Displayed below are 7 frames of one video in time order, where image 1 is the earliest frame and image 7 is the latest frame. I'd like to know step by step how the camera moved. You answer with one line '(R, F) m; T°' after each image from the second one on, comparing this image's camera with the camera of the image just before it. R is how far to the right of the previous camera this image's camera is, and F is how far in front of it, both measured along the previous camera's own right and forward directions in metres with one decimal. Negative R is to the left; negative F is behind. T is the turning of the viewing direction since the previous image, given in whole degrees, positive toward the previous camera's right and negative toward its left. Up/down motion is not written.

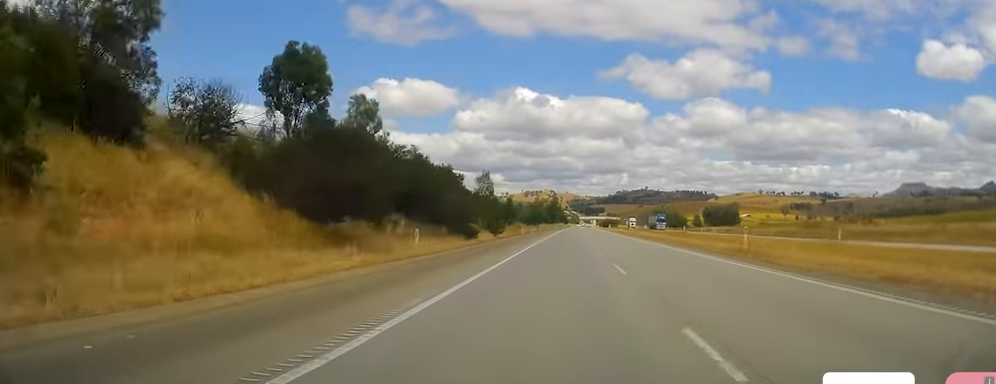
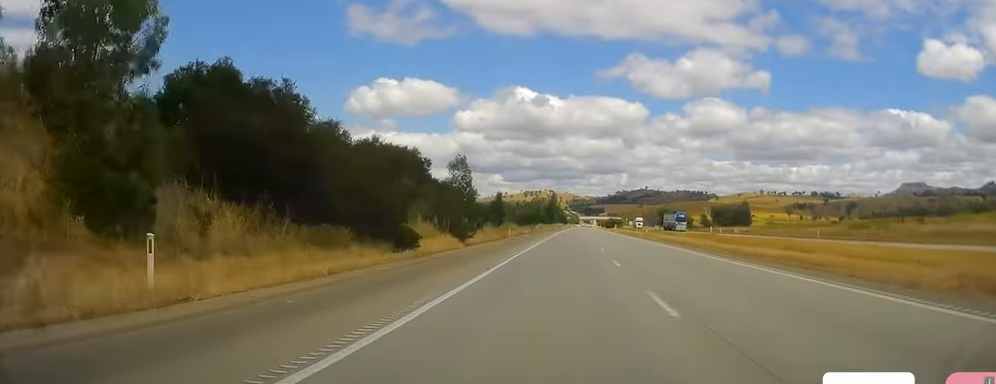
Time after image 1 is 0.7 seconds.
(+0.3, +19.3) m; 0°
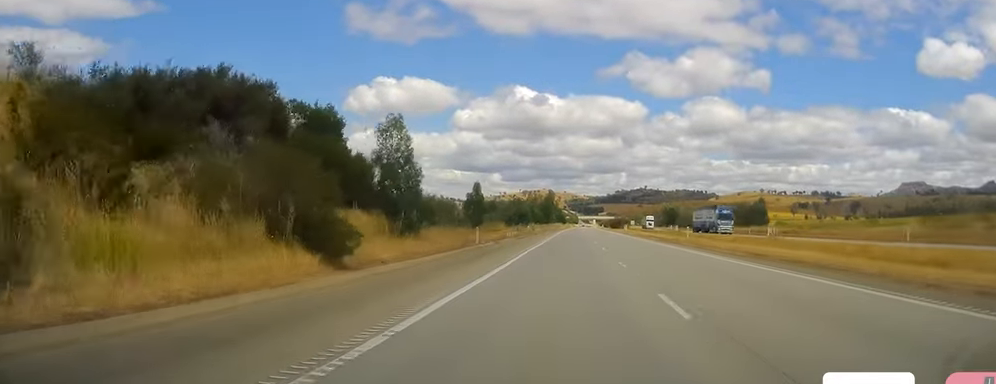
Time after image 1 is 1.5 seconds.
(-0.8, +24.2) m; -1°
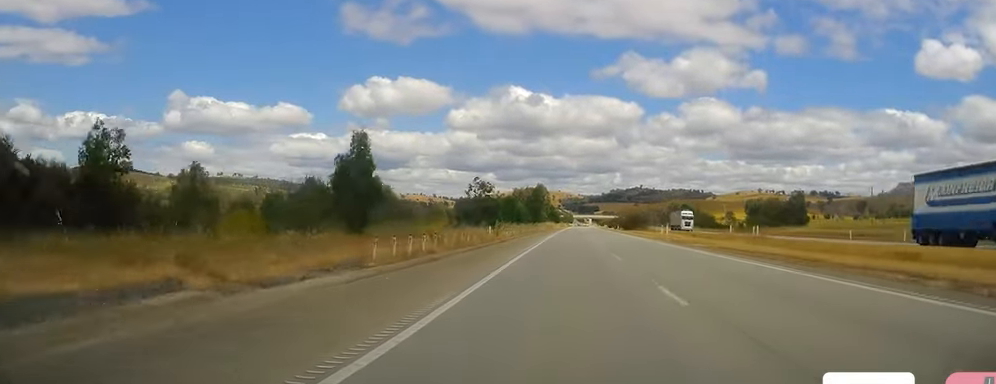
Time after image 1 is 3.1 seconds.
(+0.9, +46.2) m; +2°
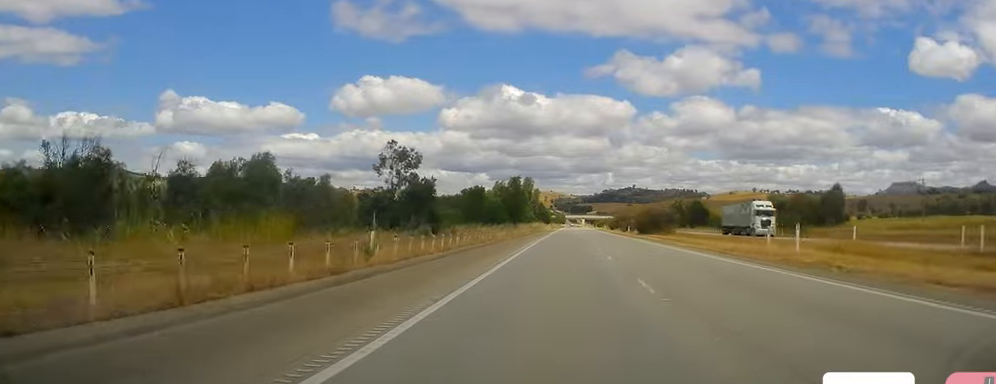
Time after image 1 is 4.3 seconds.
(+0.5, +33.6) m; 0°
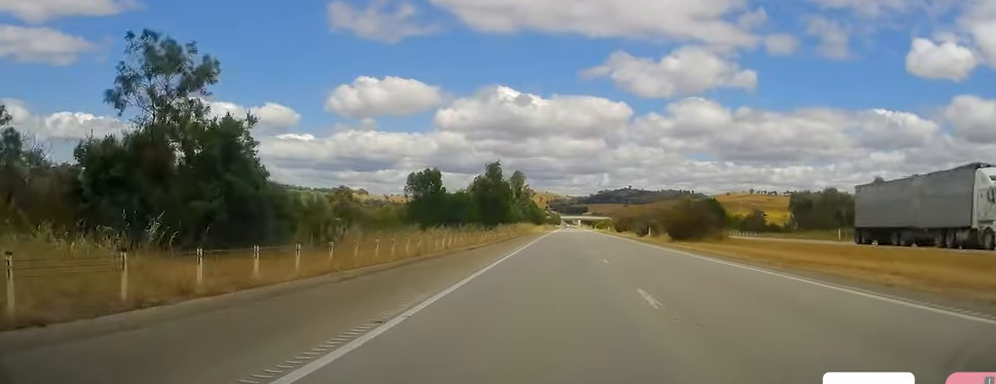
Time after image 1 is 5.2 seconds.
(-0.3, +26.0) m; 0°
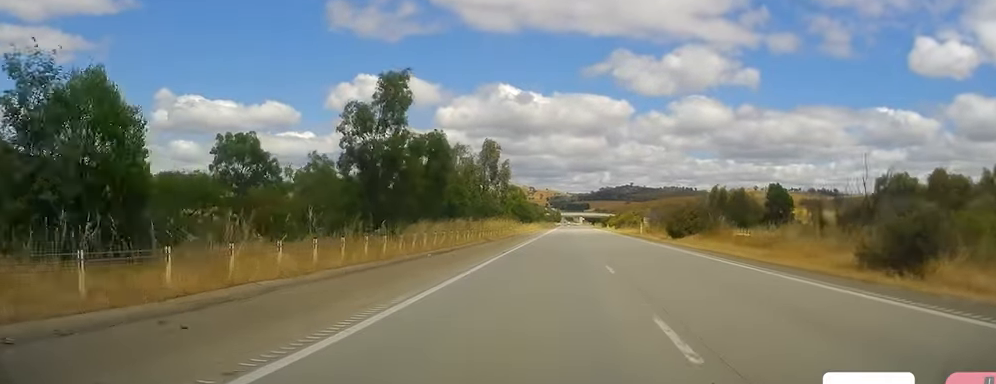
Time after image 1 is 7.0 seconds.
(+0.7, +51.8) m; +1°
